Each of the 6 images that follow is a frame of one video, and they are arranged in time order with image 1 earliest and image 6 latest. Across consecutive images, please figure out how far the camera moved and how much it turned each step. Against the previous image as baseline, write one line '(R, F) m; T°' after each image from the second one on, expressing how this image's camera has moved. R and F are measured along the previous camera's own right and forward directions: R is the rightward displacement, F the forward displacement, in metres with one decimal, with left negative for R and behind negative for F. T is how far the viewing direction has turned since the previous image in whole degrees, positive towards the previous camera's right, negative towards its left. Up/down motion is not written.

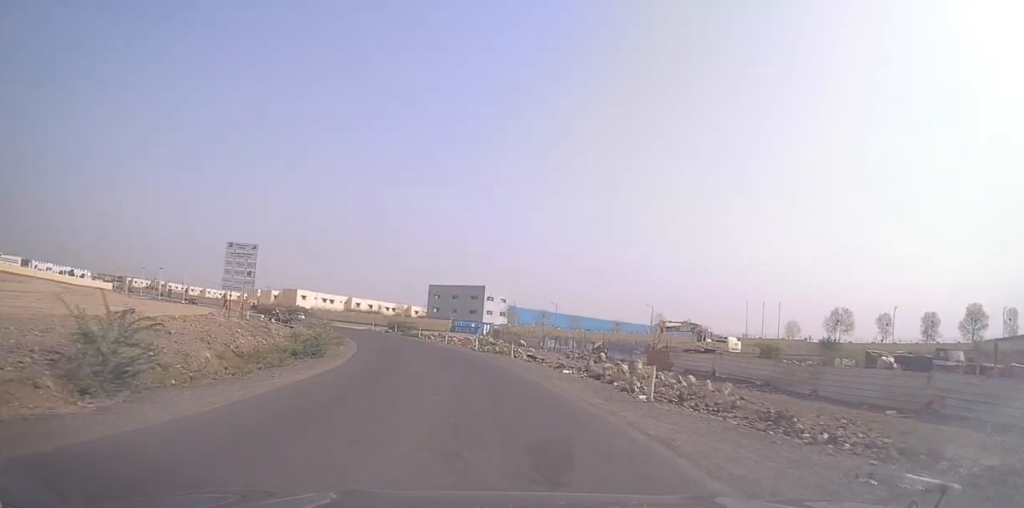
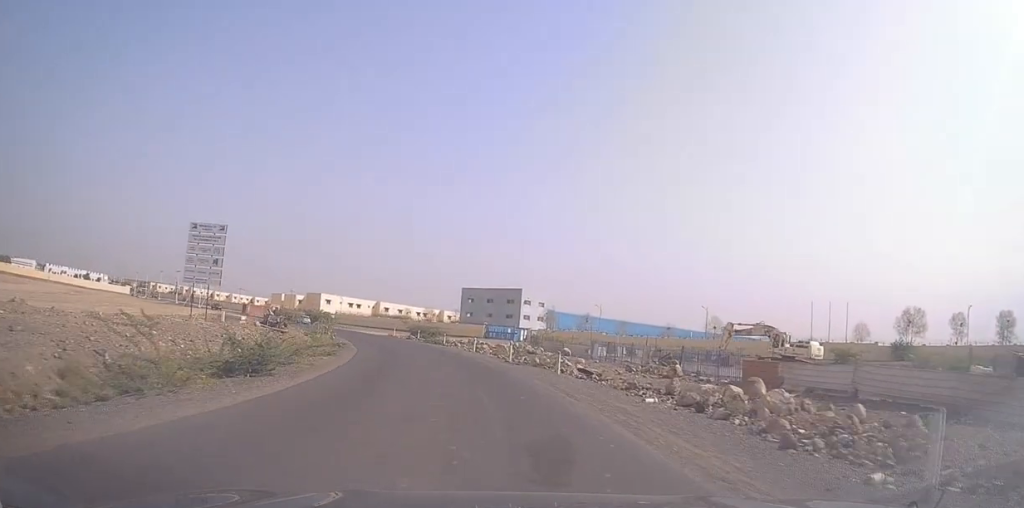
(-0.1, +10.0) m; -4°
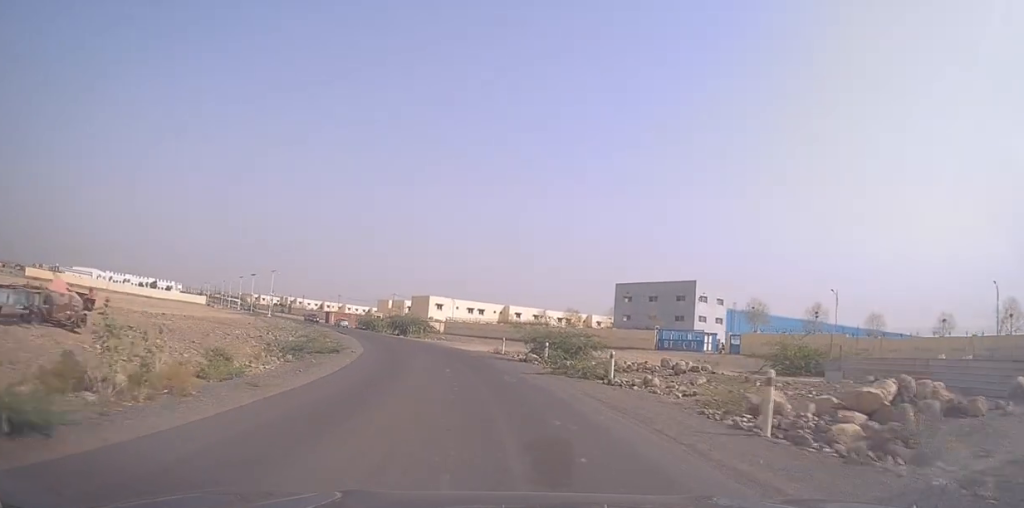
(-4.3, +36.5) m; -13°
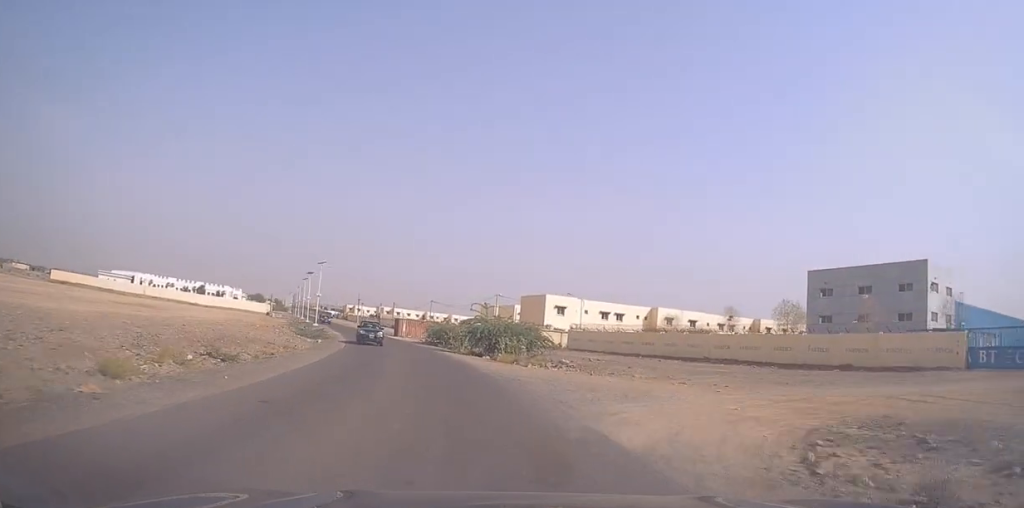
(-4.6, +37.1) m; -16°
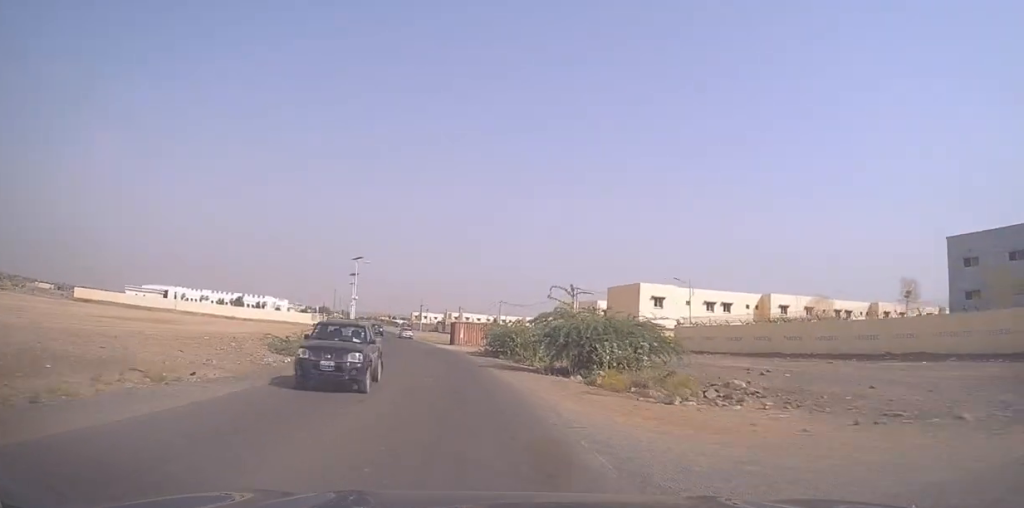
(-1.5, +17.6) m; -4°
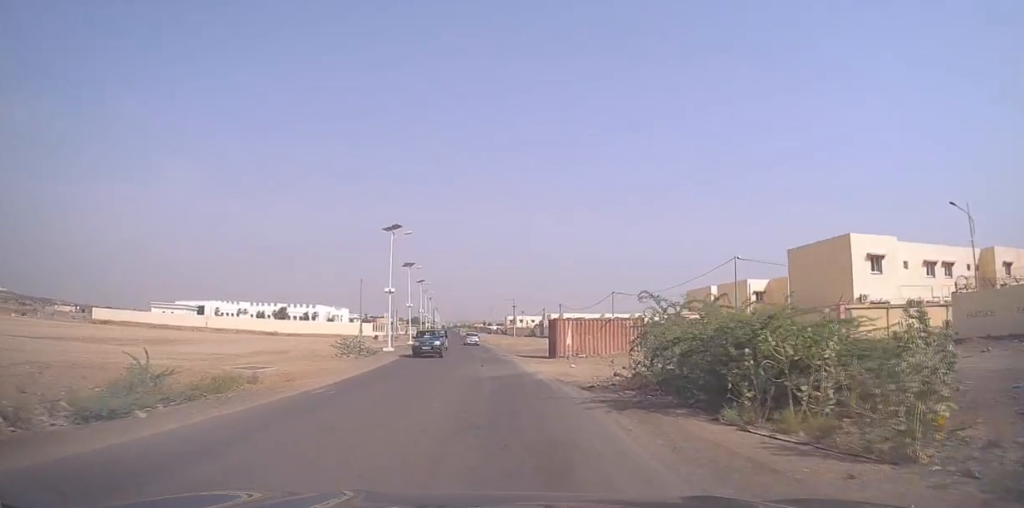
(-1.3, +27.9) m; -9°
